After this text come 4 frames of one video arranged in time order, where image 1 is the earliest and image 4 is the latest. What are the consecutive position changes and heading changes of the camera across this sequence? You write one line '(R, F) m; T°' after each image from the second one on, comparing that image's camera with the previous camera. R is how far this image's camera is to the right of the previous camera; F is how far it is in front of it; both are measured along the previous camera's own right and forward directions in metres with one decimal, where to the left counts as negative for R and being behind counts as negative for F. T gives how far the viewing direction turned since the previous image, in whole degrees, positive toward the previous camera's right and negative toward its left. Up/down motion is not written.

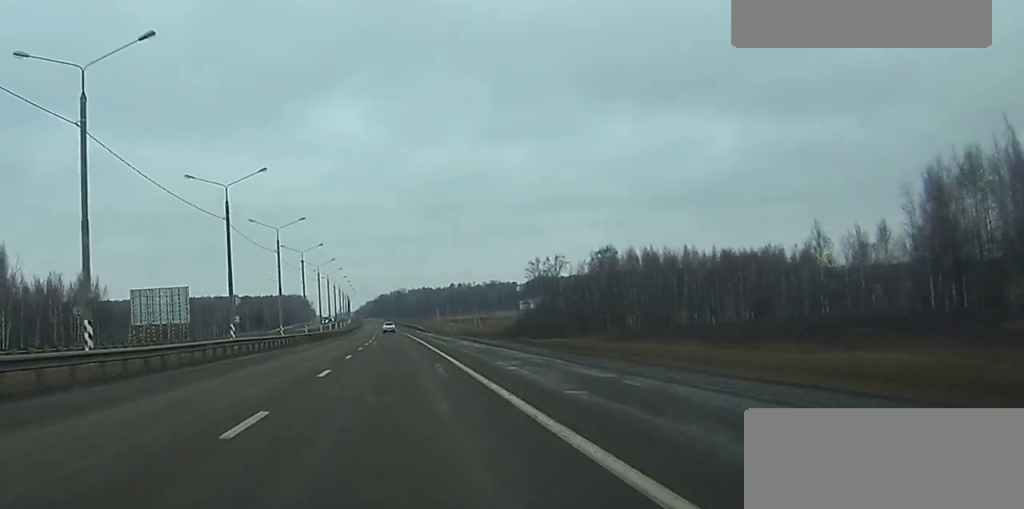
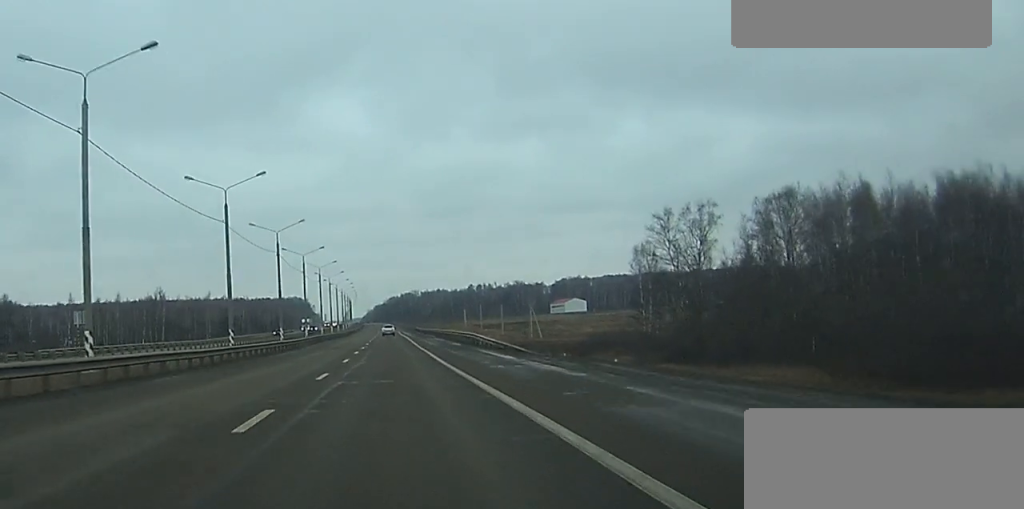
(-1.2, +96.2) m; -1°
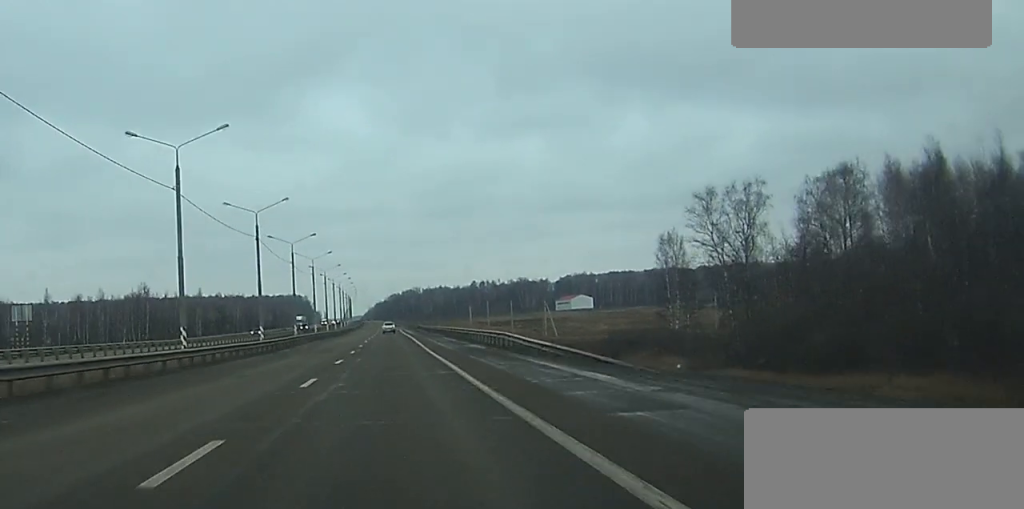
(0.0, +15.2) m; 0°
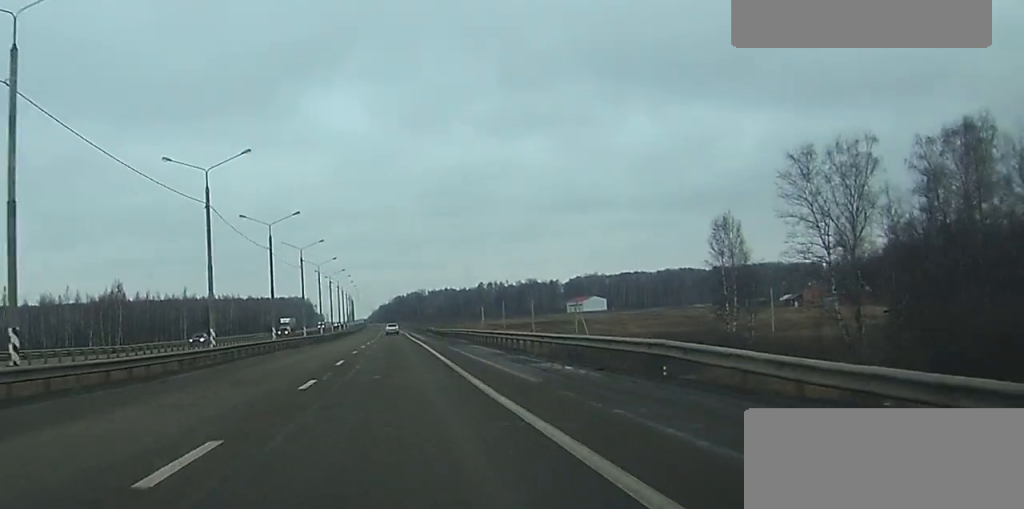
(0.0, +24.1) m; 0°
